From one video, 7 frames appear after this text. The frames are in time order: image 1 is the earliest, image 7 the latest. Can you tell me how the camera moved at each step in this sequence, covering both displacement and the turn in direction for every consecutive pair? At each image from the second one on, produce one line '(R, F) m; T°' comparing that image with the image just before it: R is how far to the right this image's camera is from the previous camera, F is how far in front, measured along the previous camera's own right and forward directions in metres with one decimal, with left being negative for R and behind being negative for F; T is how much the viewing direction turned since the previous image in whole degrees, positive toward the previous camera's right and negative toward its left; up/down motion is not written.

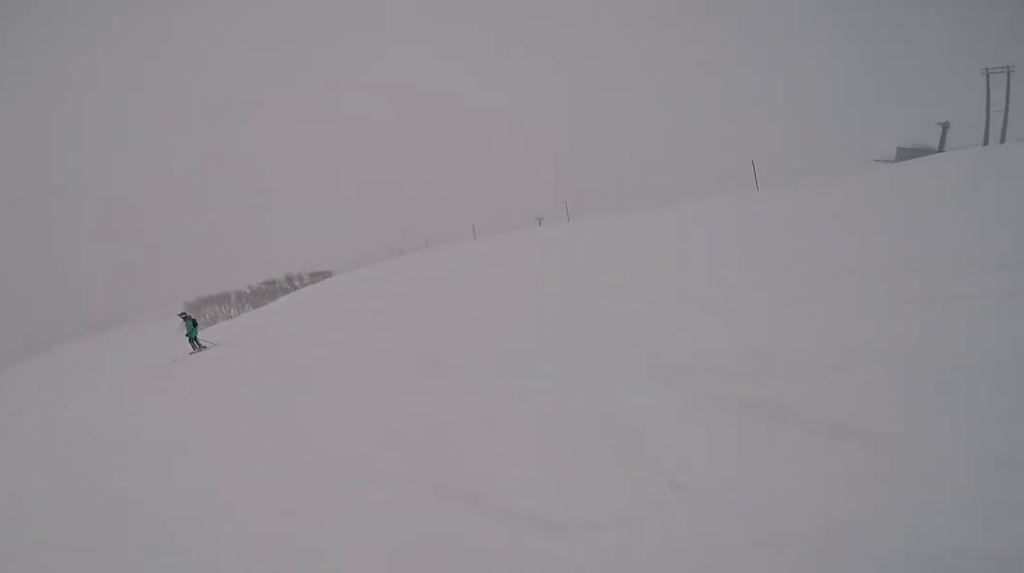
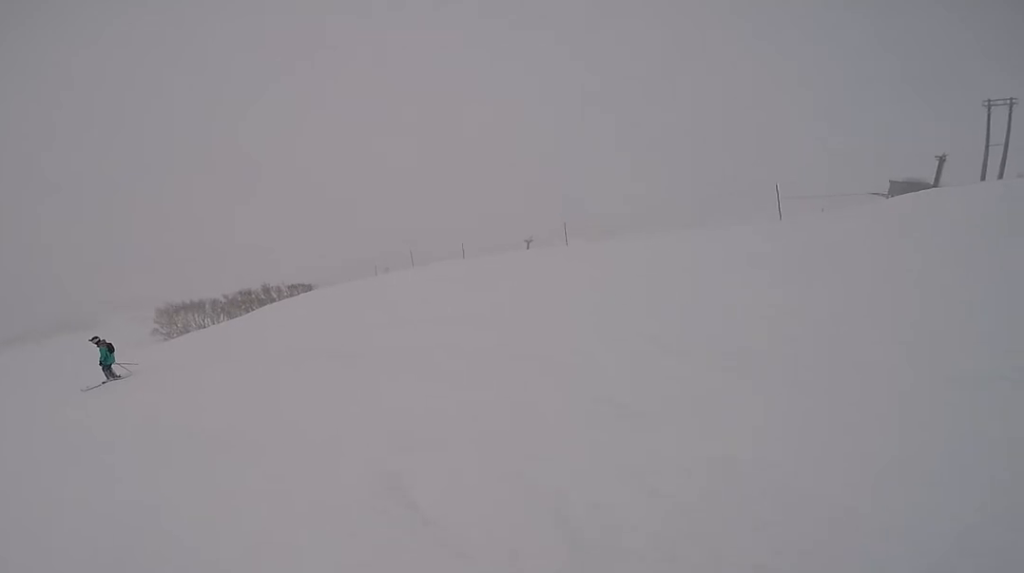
(-0.1, +1.9) m; +3°
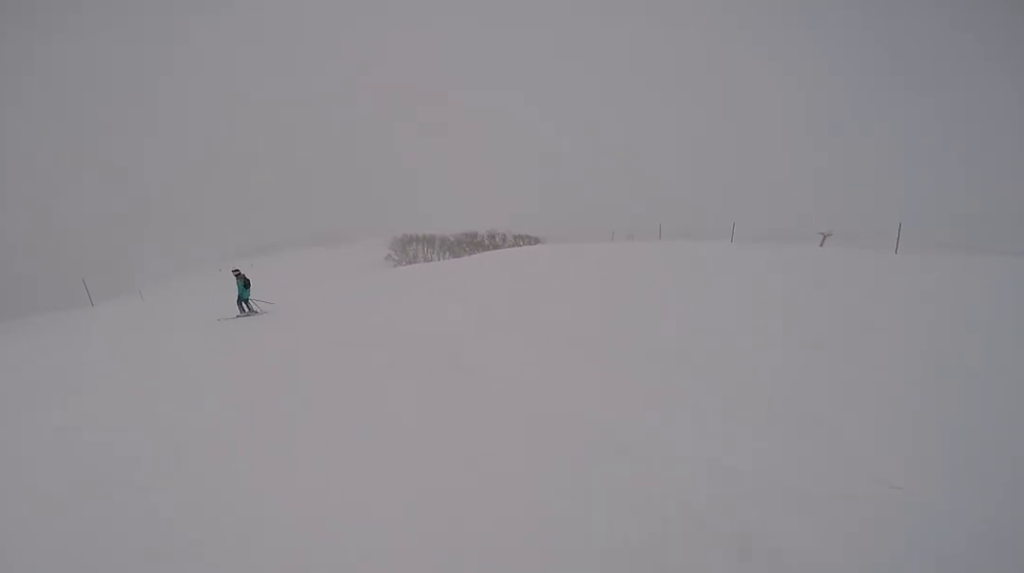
(+0.3, +3.5) m; -9°
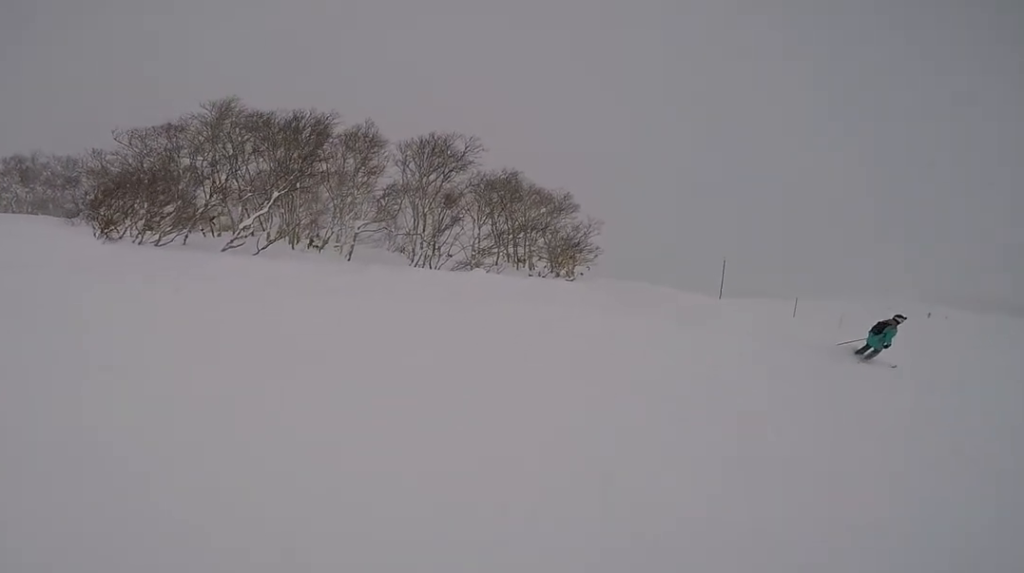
(-4.7, +7.3) m; -76°
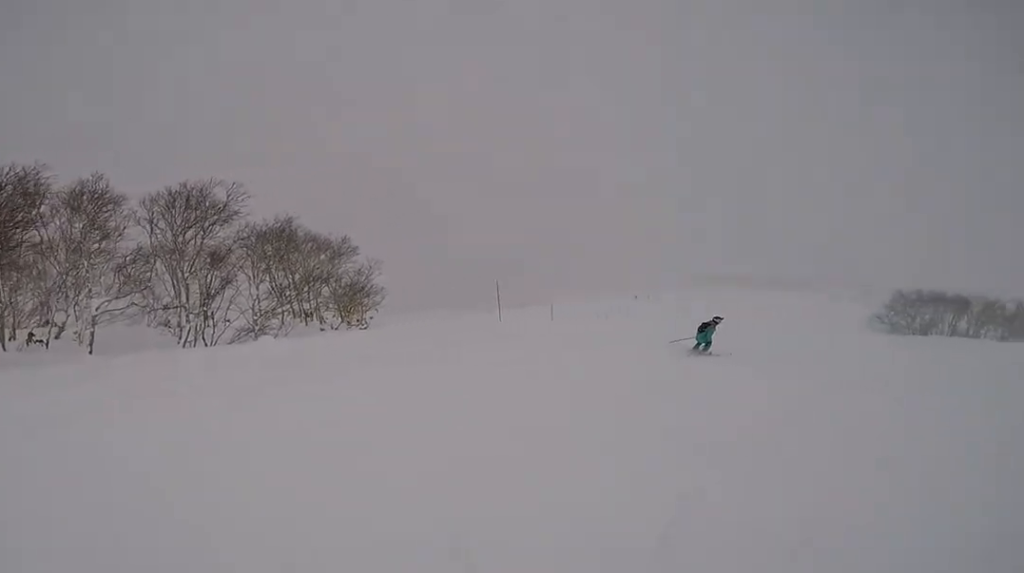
(-0.5, +2.1) m; 0°
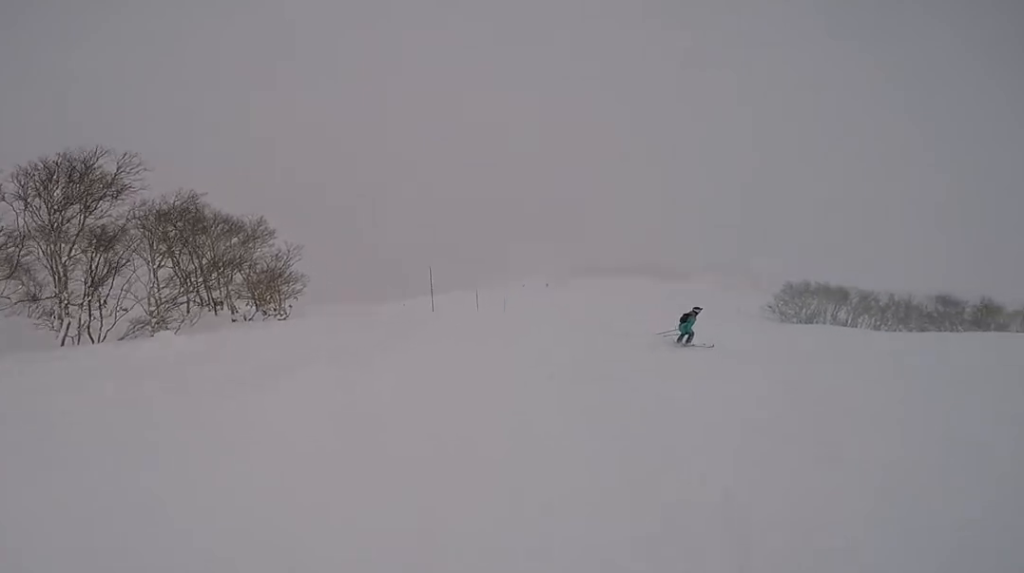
(+0.2, +1.7) m; +19°
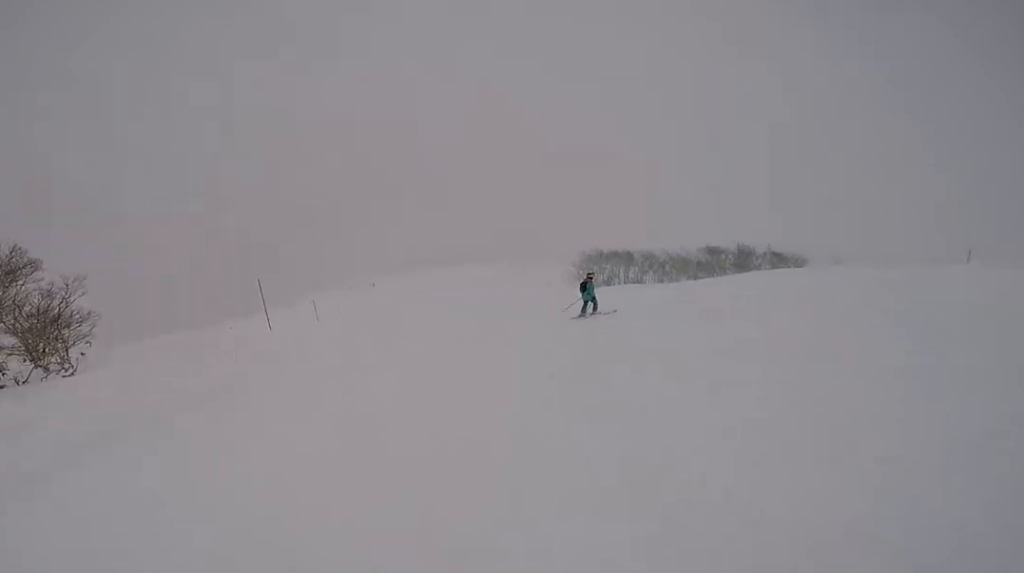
(+0.4, +2.1) m; +19°
